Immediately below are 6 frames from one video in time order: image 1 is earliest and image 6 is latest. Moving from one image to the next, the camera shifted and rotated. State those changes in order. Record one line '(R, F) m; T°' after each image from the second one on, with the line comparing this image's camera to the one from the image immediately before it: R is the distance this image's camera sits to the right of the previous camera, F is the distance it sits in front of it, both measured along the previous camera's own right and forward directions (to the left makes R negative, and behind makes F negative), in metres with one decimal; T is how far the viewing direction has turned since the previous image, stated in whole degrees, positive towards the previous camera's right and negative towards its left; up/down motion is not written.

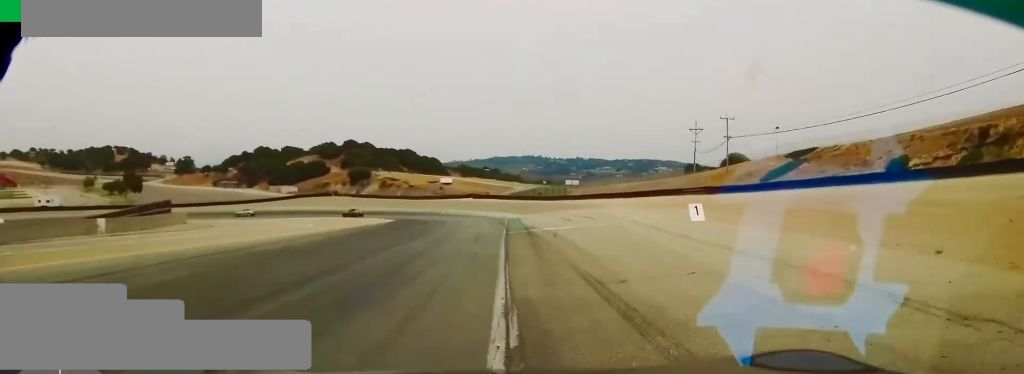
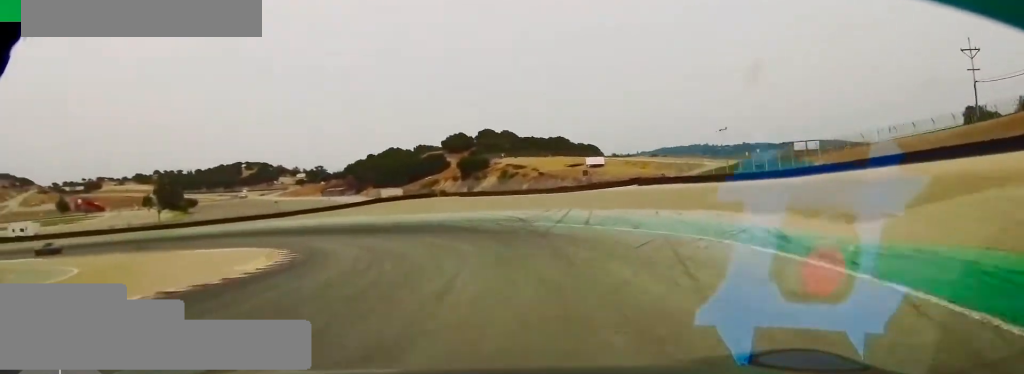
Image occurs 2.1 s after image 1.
(-4.4, +58.9) m; -20°
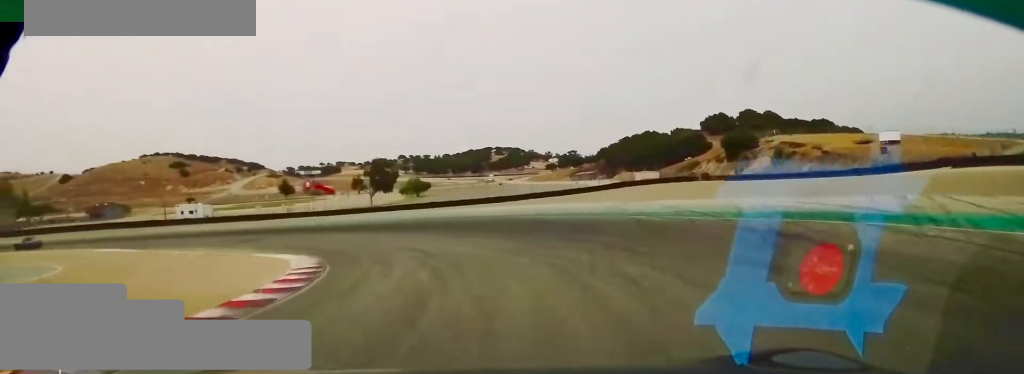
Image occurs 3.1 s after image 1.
(-4.3, +19.9) m; -28°
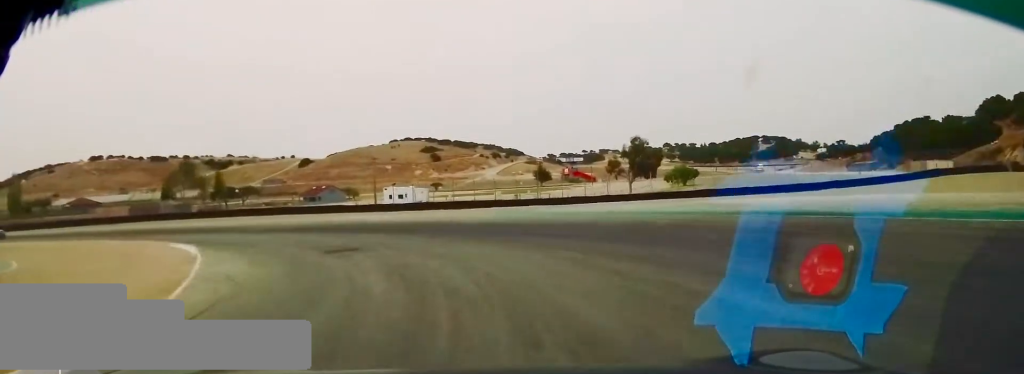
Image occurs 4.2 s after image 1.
(-6.8, +21.0) m; -31°
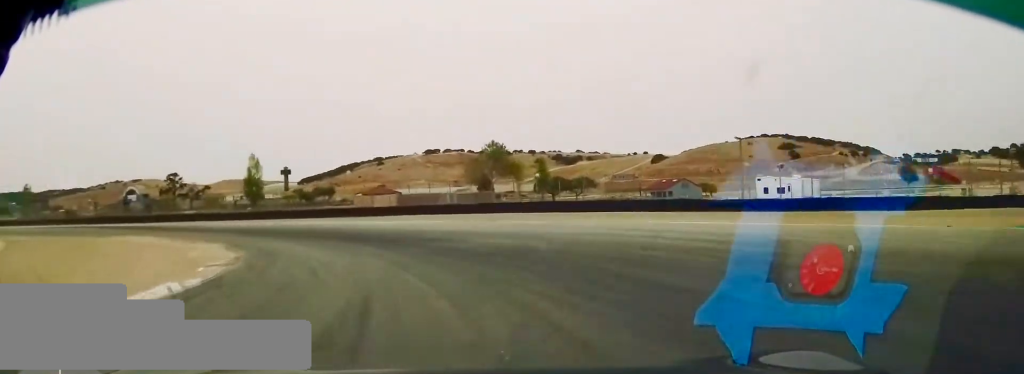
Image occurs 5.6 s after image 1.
(-8.0, +26.5) m; -34°
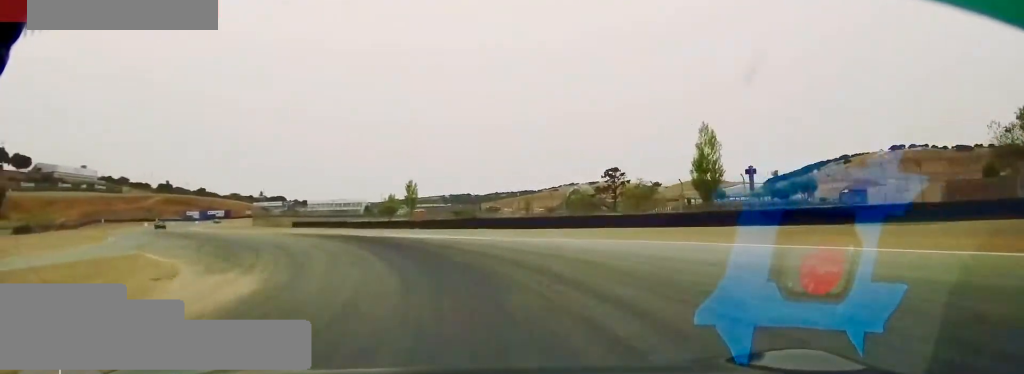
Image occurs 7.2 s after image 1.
(-11.4, +33.4) m; -39°
